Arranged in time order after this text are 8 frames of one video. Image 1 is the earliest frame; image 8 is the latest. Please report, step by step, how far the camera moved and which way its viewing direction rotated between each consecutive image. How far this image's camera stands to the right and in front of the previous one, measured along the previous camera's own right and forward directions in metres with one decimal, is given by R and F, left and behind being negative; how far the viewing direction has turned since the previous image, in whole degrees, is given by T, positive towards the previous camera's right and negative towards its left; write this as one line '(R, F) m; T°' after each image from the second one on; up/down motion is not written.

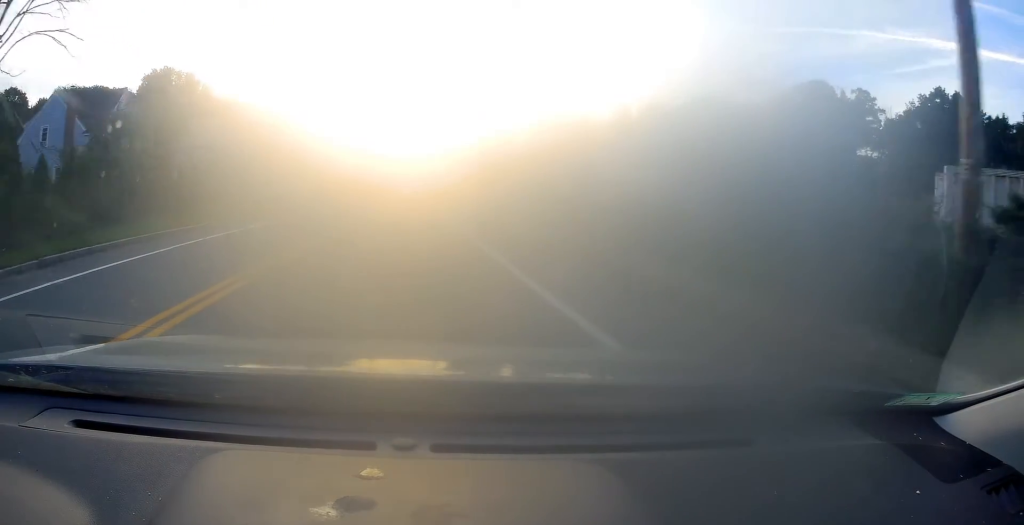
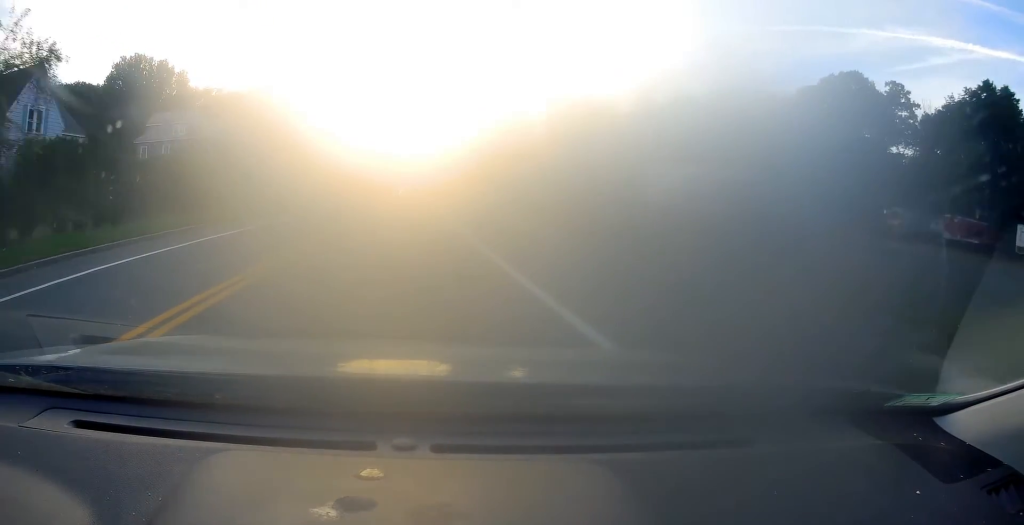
(-0.2, +11.0) m; -1°
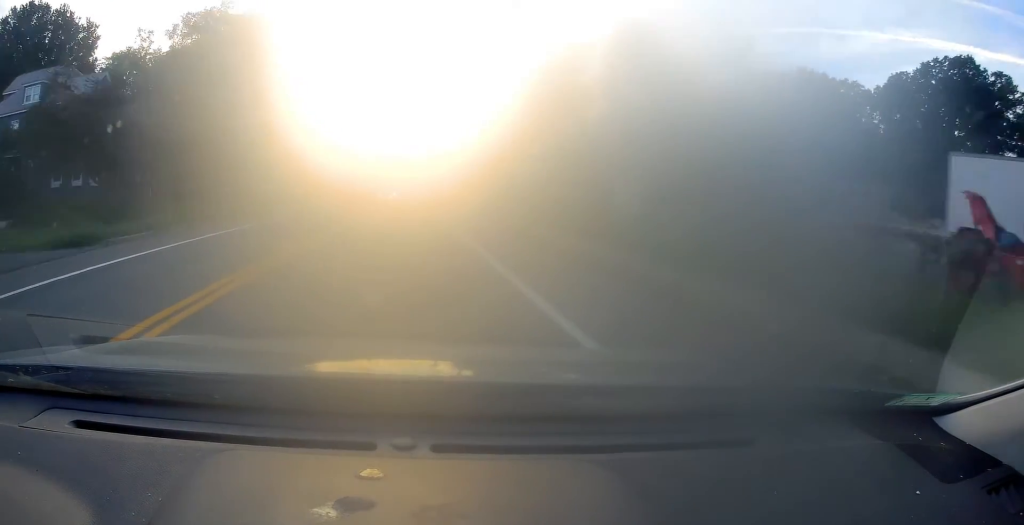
(-0.6, +28.6) m; -1°
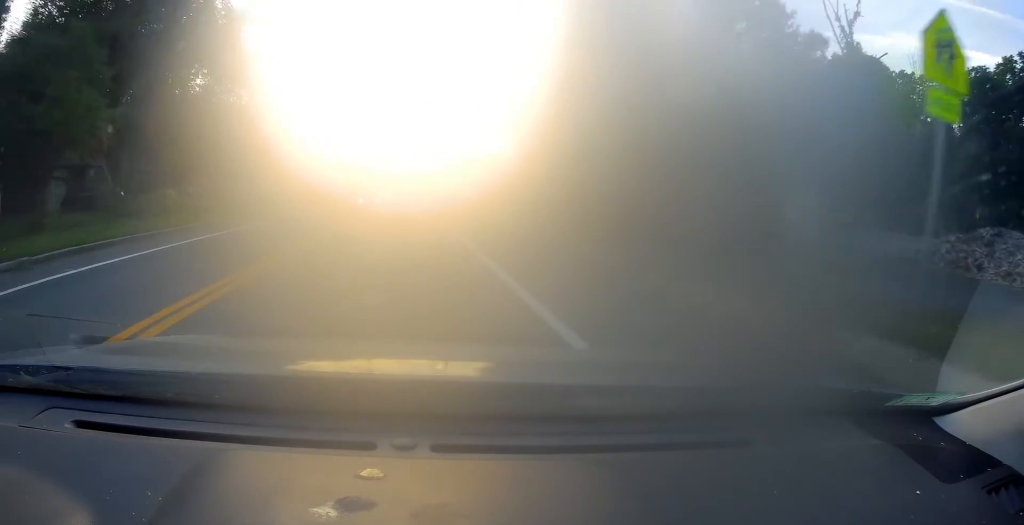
(0.0, +18.3) m; 0°
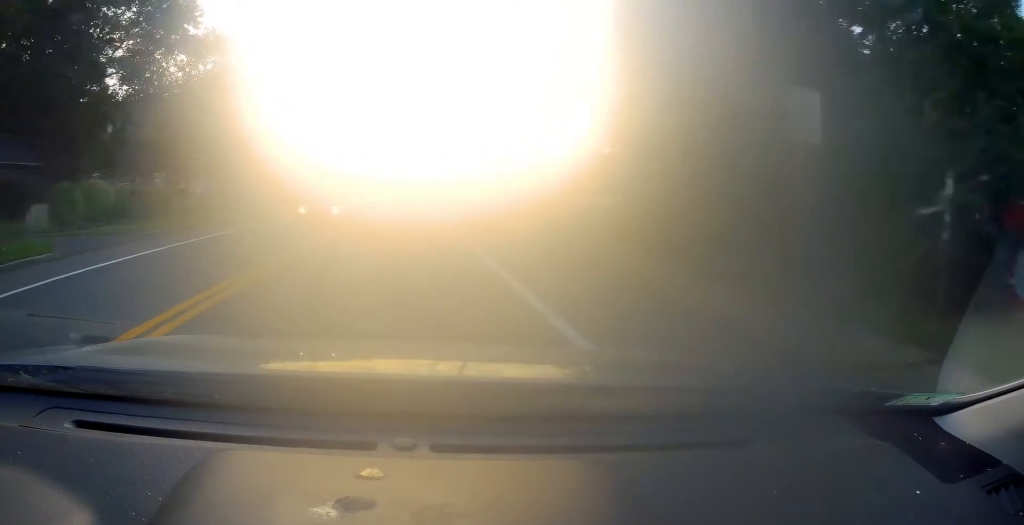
(0.0, +18.4) m; -1°
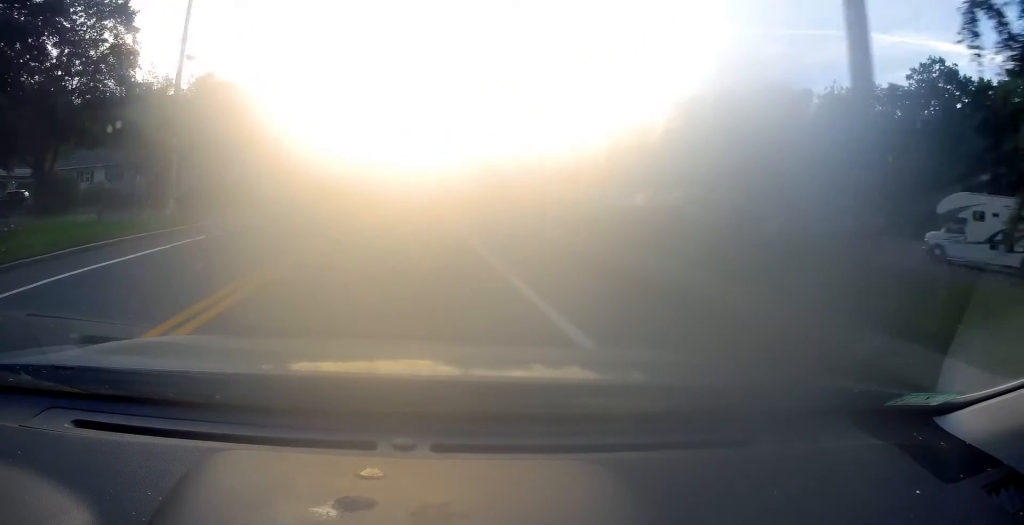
(-0.6, +37.9) m; 0°
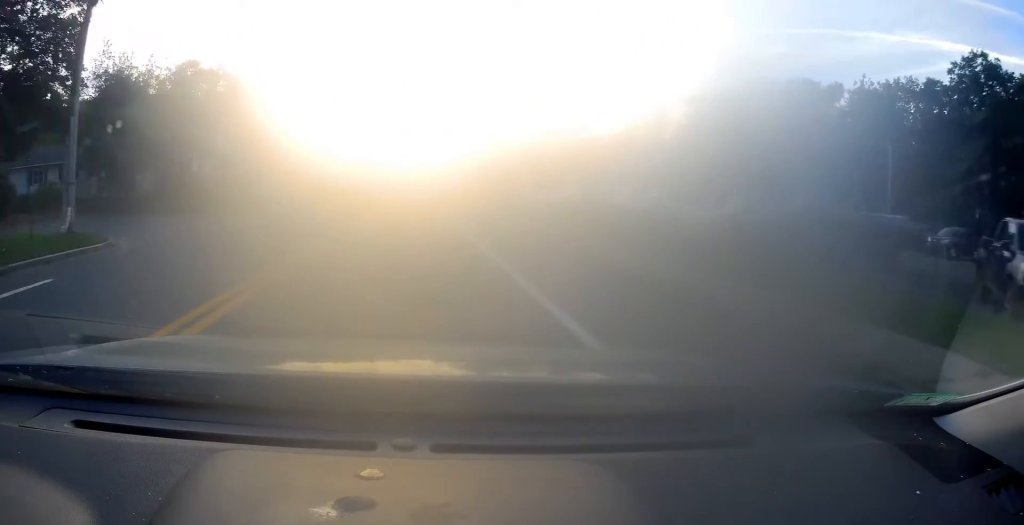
(+0.2, +8.6) m; 0°
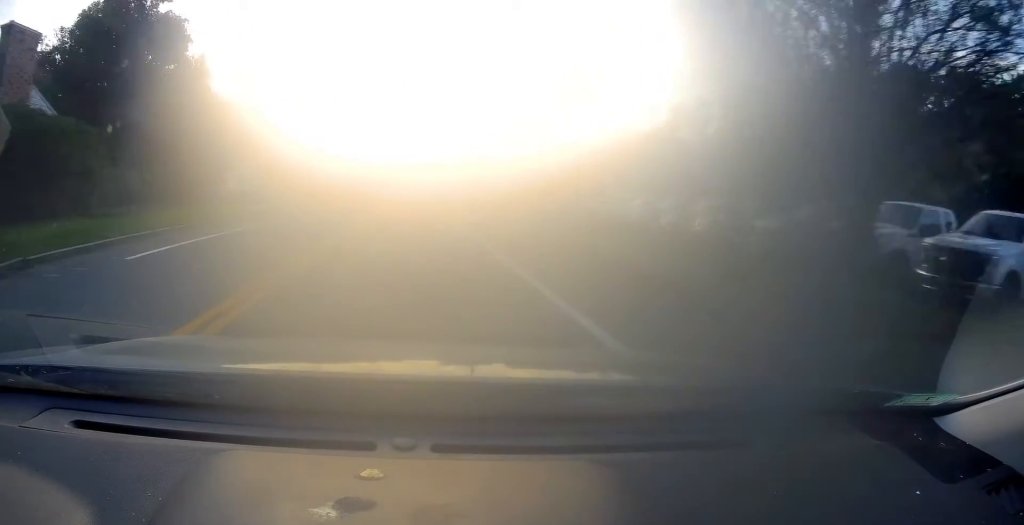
(+0.2, +24.6) m; -1°
